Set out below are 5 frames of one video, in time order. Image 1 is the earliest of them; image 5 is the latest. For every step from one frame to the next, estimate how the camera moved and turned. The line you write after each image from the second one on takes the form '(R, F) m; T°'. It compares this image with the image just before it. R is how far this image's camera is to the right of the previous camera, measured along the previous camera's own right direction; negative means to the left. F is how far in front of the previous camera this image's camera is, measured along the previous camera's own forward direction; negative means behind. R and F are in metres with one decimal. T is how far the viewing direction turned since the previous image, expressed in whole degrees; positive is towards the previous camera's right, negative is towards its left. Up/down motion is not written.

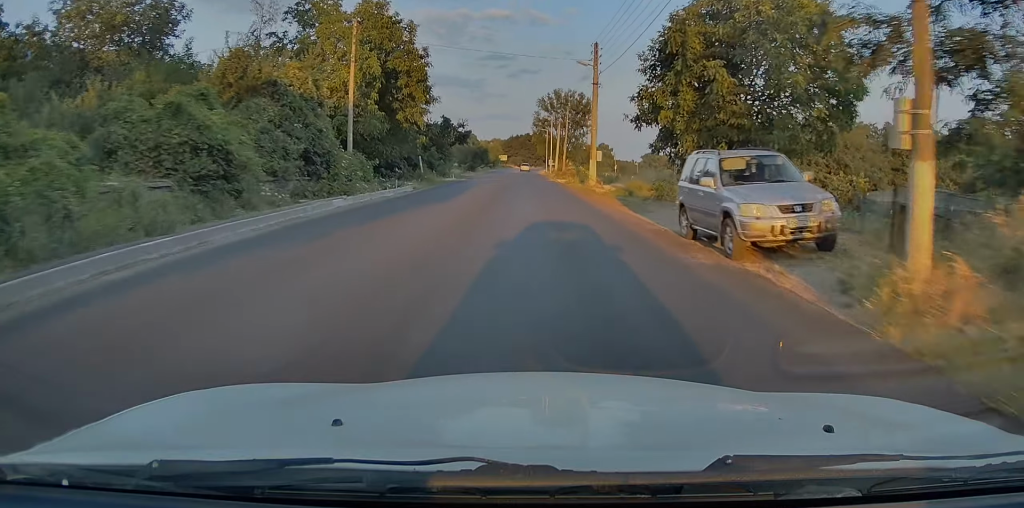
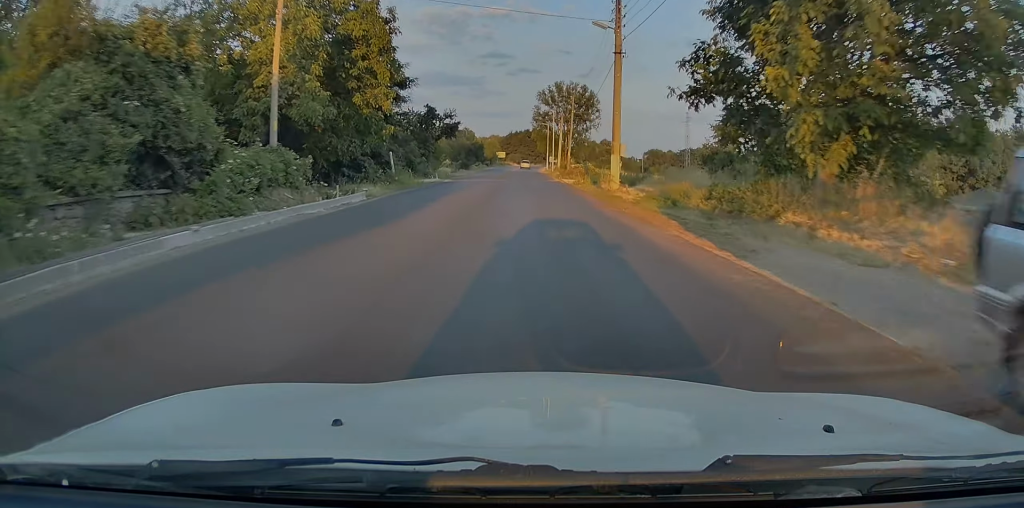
(-0.3, +9.2) m; 0°
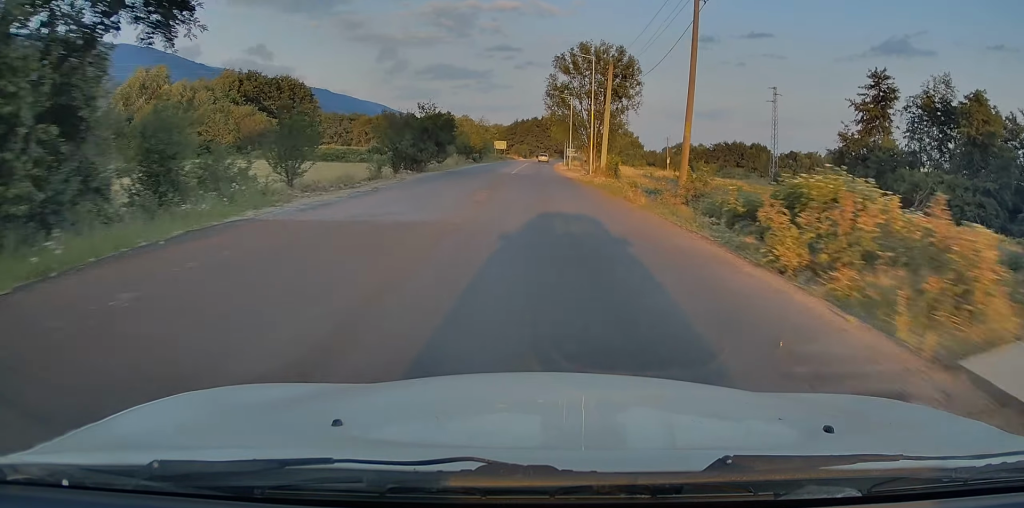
(+0.9, +43.3) m; +1°
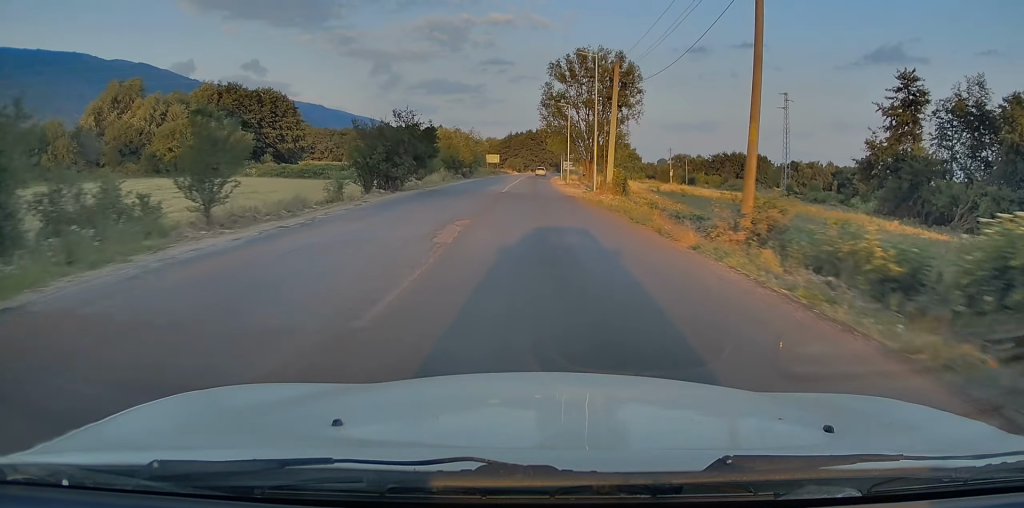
(+0.2, +6.4) m; 0°
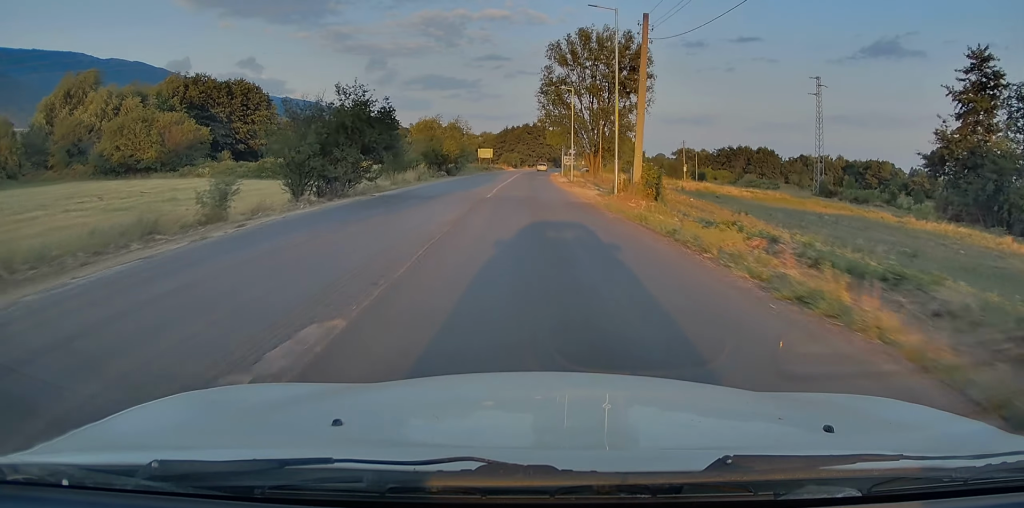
(+0.1, +10.8) m; 0°
